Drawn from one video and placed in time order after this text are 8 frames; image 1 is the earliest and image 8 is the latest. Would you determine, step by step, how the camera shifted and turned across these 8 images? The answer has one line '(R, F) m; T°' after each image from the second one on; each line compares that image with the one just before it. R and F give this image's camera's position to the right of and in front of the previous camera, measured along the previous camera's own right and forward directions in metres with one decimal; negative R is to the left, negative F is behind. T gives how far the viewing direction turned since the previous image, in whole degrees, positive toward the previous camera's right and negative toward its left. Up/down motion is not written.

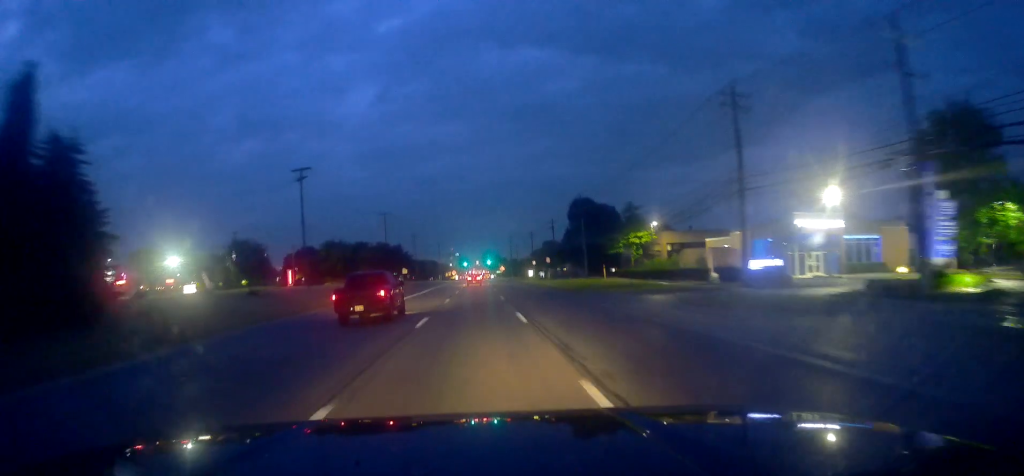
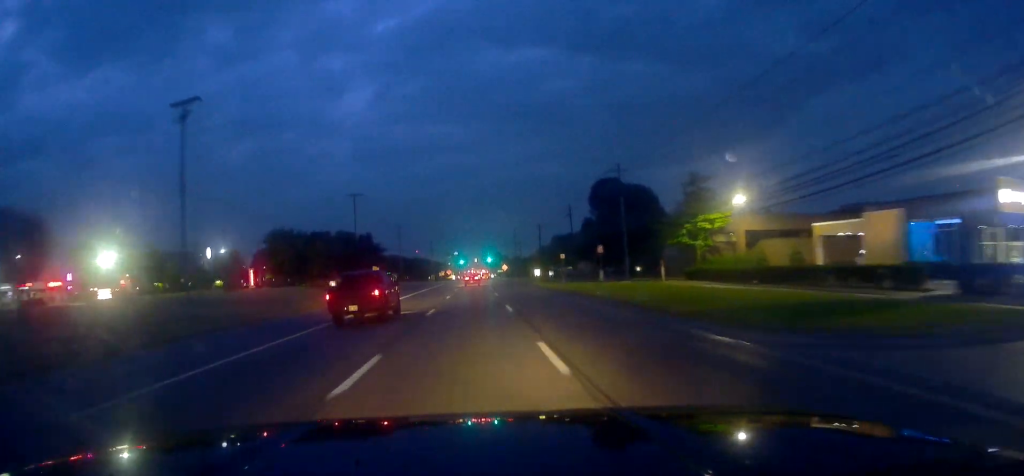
(-0.5, +26.4) m; +1°
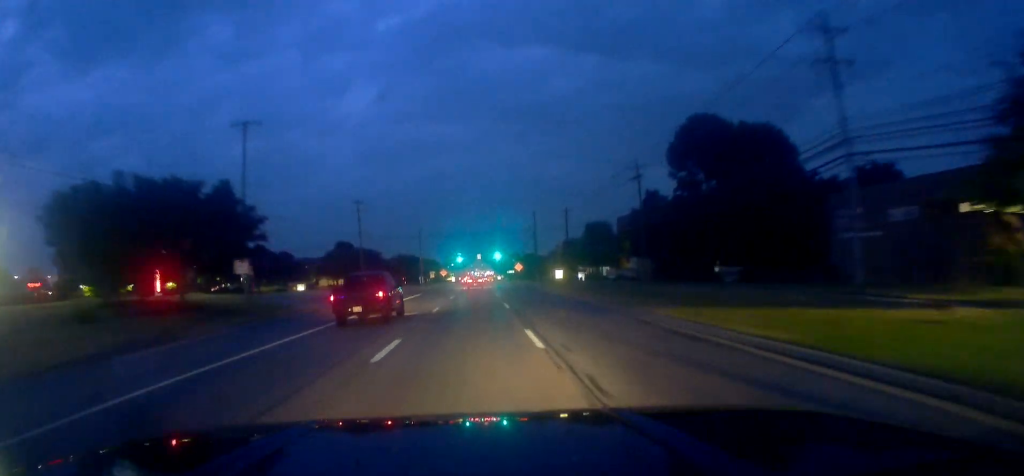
(+0.4, +42.1) m; 0°
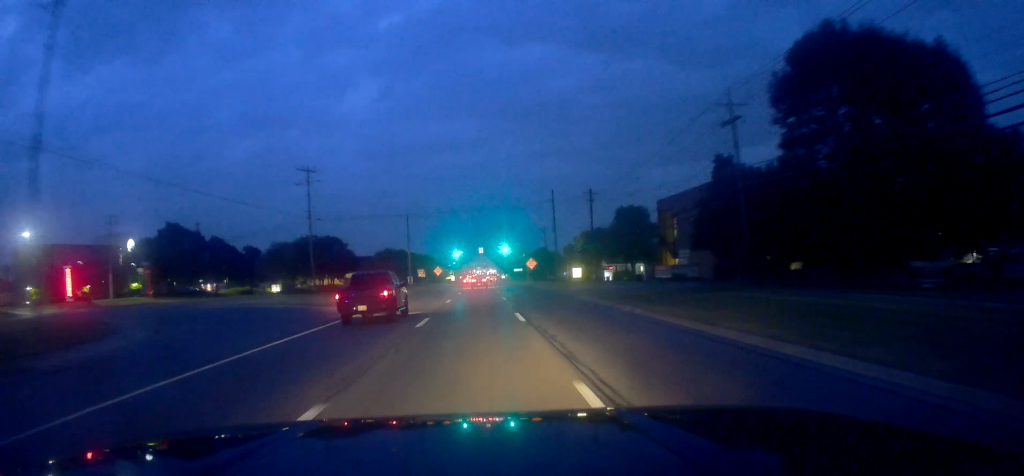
(+0.1, +23.1) m; -1°
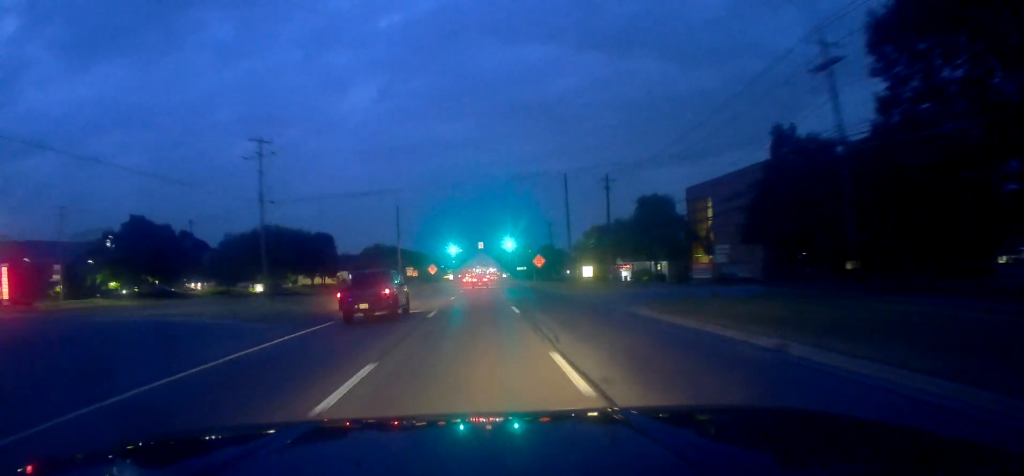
(-0.1, +11.9) m; 0°
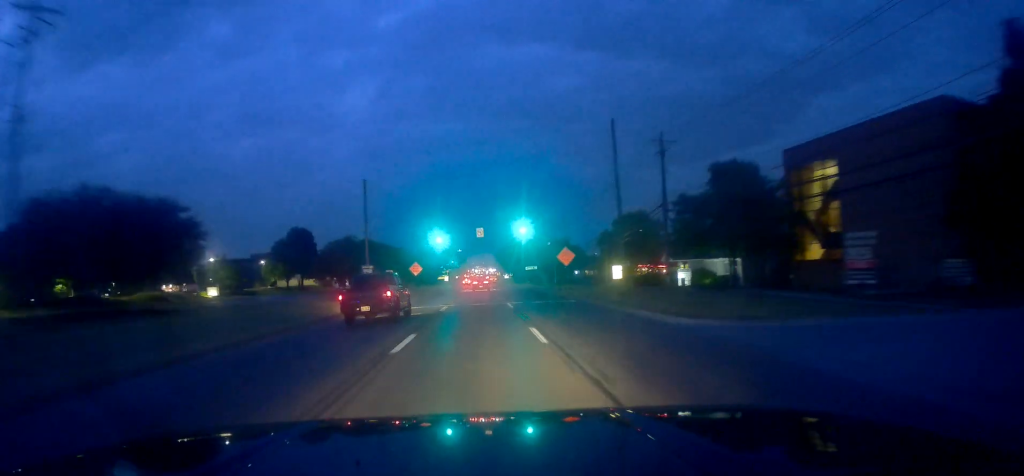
(-0.2, +24.6) m; 0°
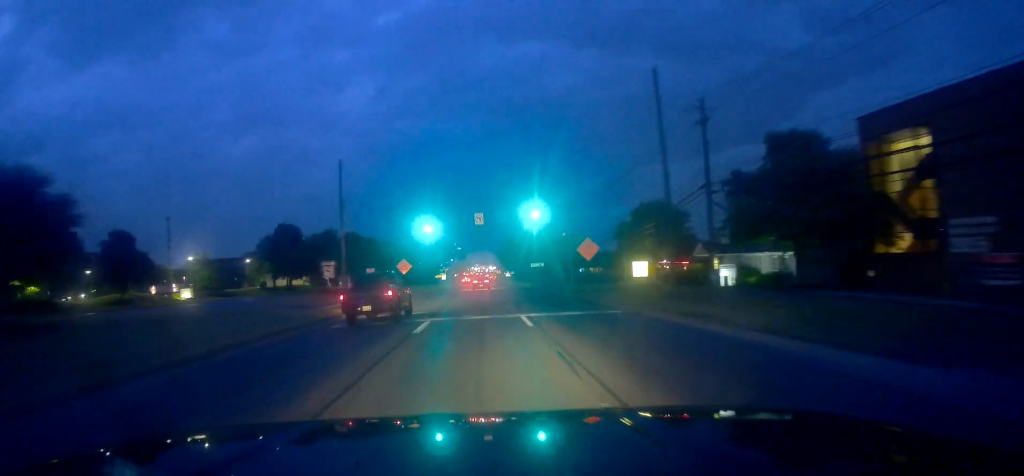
(0.0, +11.1) m; 0°
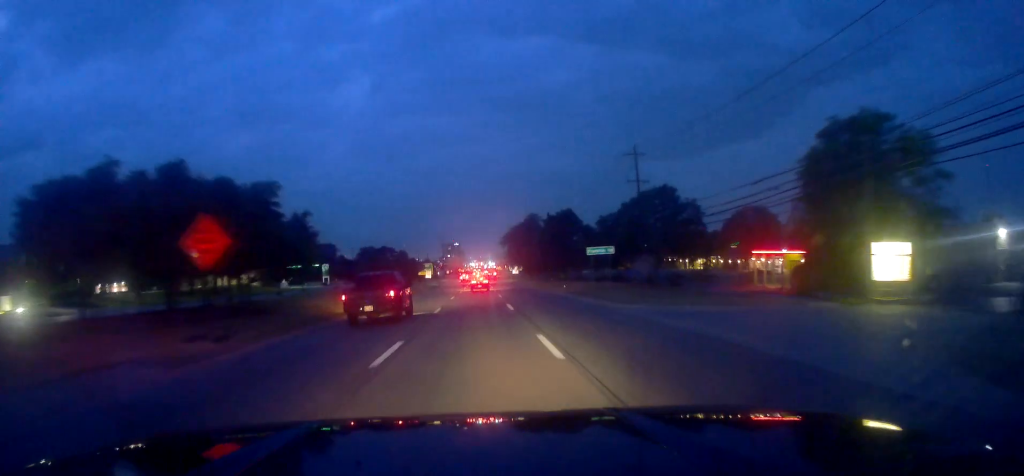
(+0.5, +46.2) m; 0°
